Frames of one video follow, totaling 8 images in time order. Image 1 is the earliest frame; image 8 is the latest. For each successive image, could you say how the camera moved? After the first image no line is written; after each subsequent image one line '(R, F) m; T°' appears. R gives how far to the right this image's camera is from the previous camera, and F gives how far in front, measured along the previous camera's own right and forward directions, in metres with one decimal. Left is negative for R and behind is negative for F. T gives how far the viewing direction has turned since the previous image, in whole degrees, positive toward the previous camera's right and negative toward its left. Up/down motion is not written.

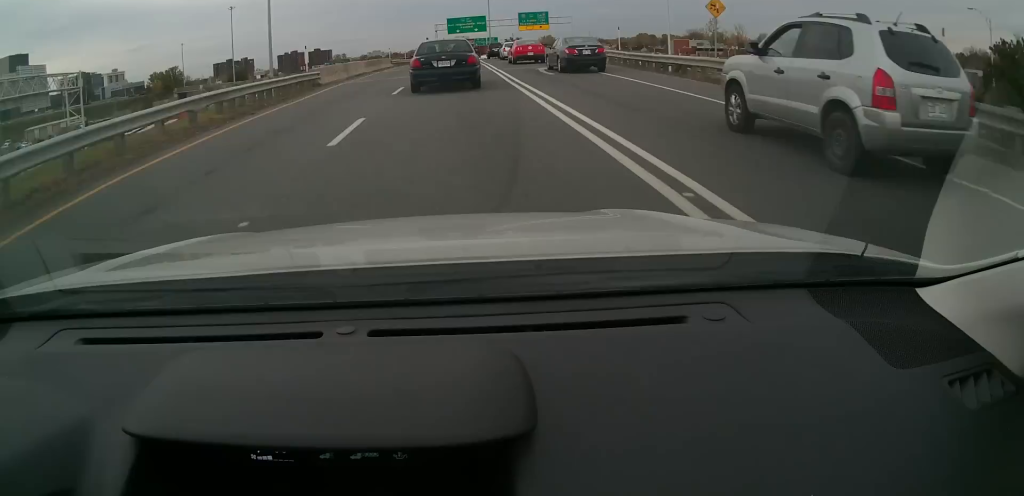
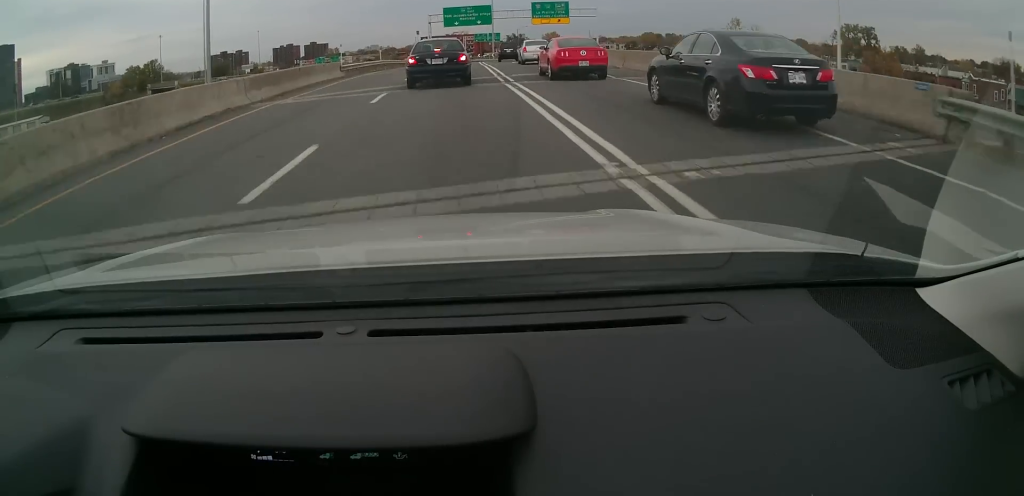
(+0.7, +24.7) m; +2°
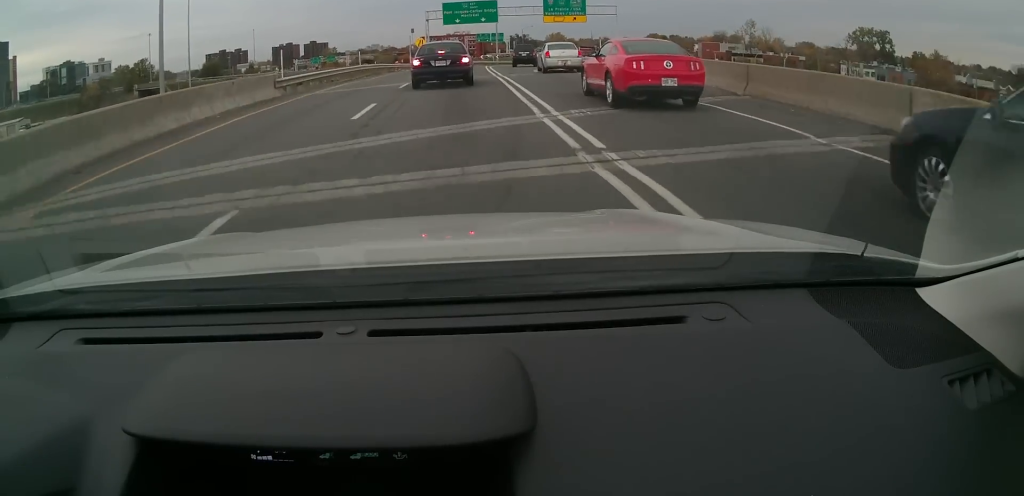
(0.0, +12.6) m; 0°
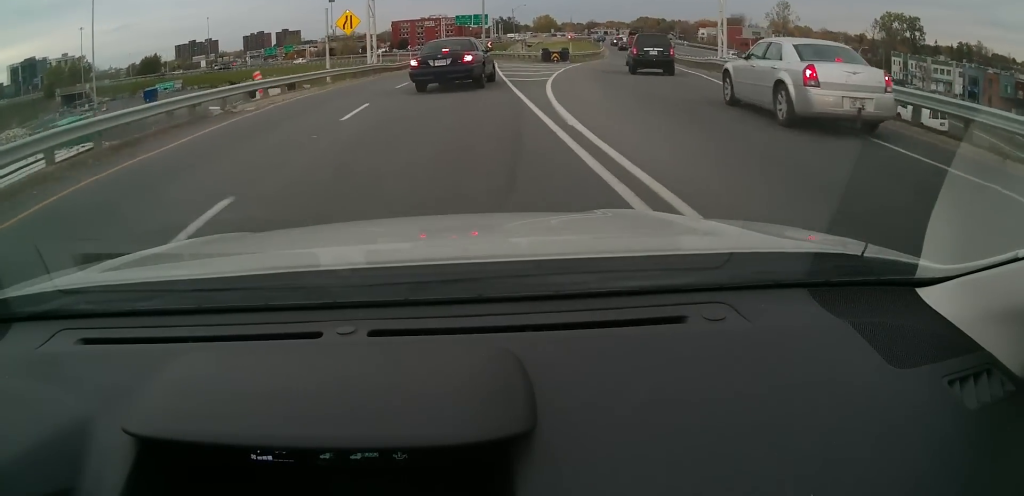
(+0.1, +41.6) m; 0°
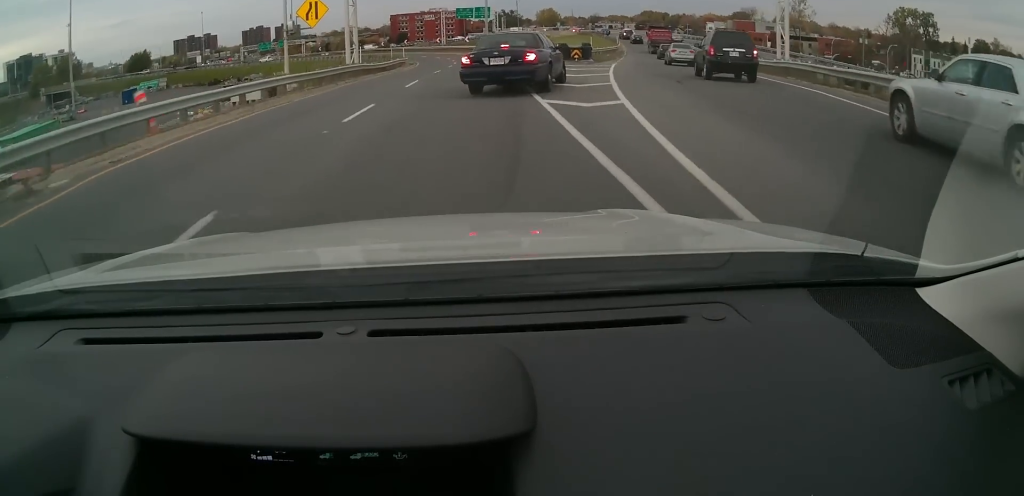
(0.0, +9.7) m; +1°
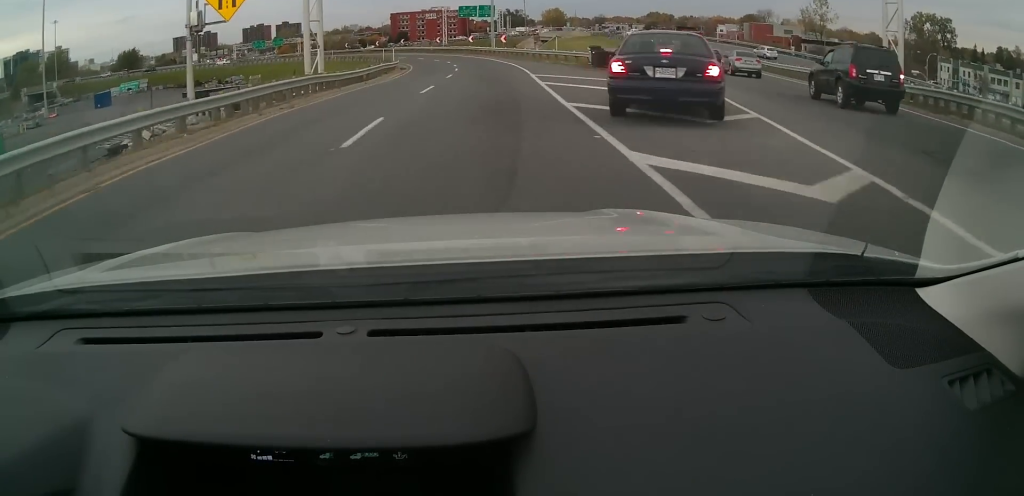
(0.0, +11.3) m; +1°
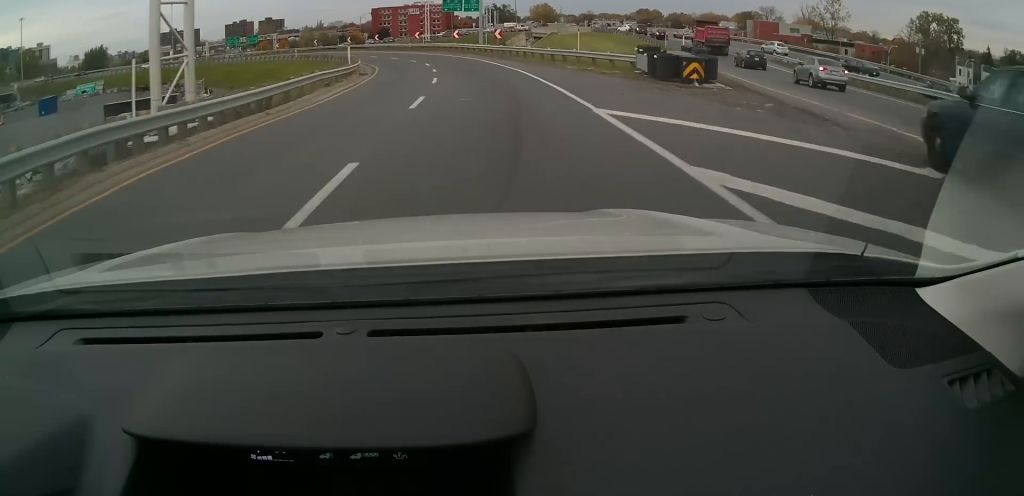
(+0.3, +13.5) m; 0°
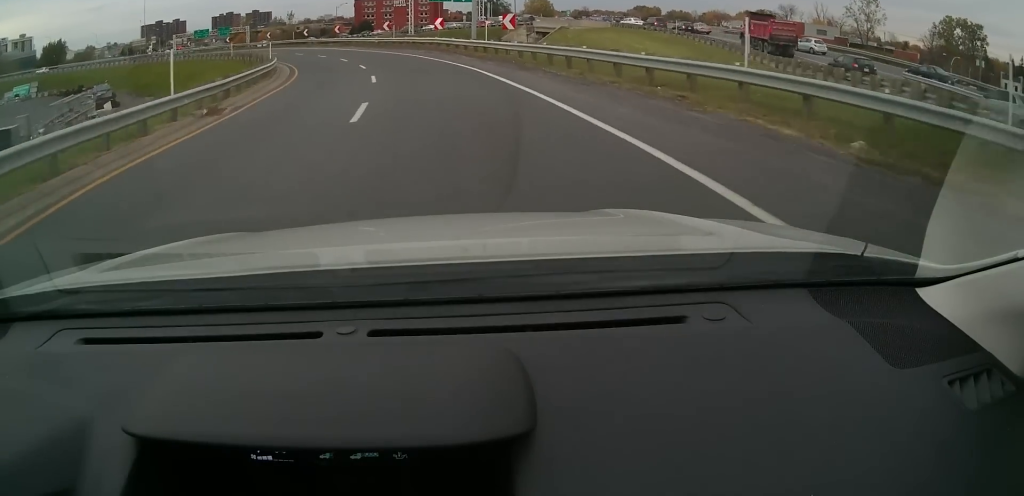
(-0.3, +19.9) m; 0°
